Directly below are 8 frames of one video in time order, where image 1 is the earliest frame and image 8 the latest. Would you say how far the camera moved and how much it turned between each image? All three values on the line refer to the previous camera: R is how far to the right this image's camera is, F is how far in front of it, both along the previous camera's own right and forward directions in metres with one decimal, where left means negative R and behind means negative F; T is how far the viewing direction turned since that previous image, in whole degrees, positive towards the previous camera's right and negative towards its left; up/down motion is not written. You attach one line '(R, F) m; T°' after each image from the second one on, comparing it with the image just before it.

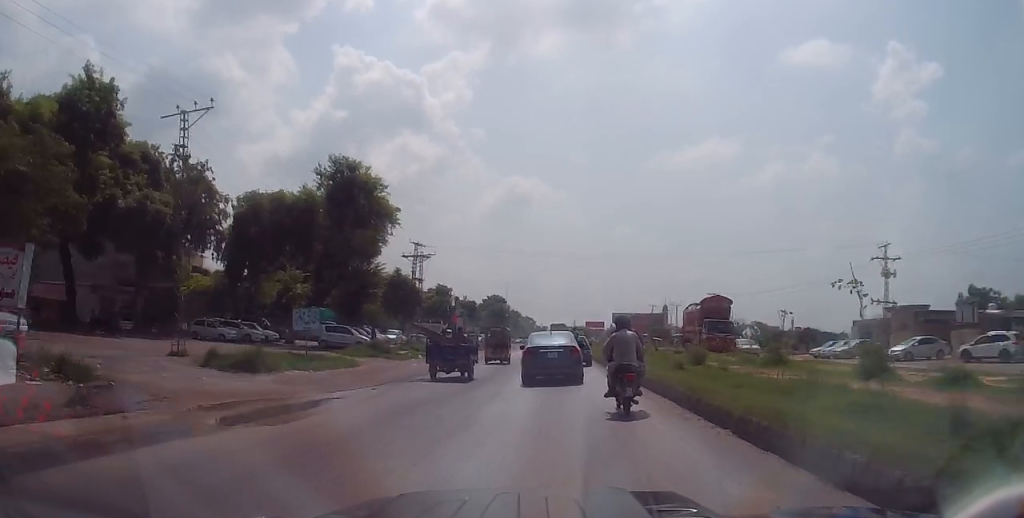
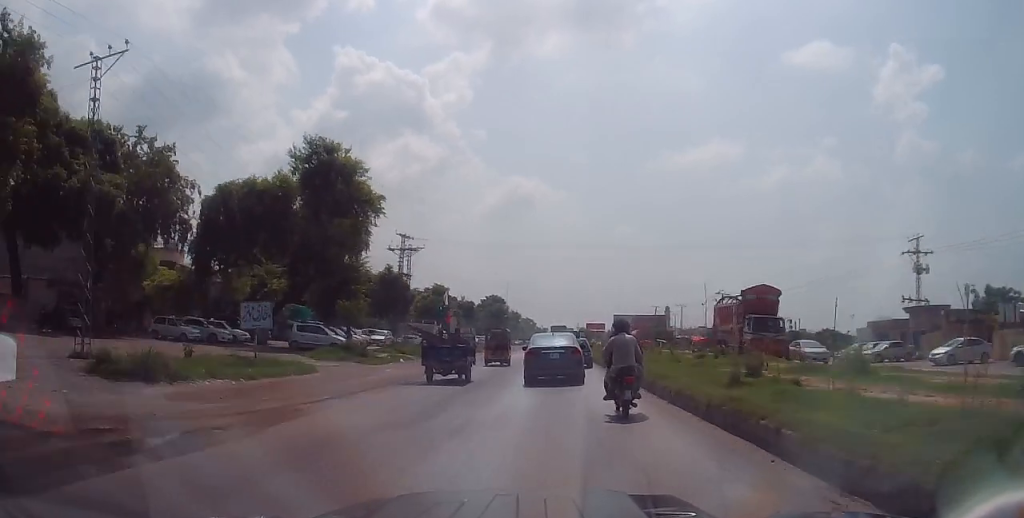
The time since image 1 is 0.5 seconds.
(+0.1, +4.8) m; 0°
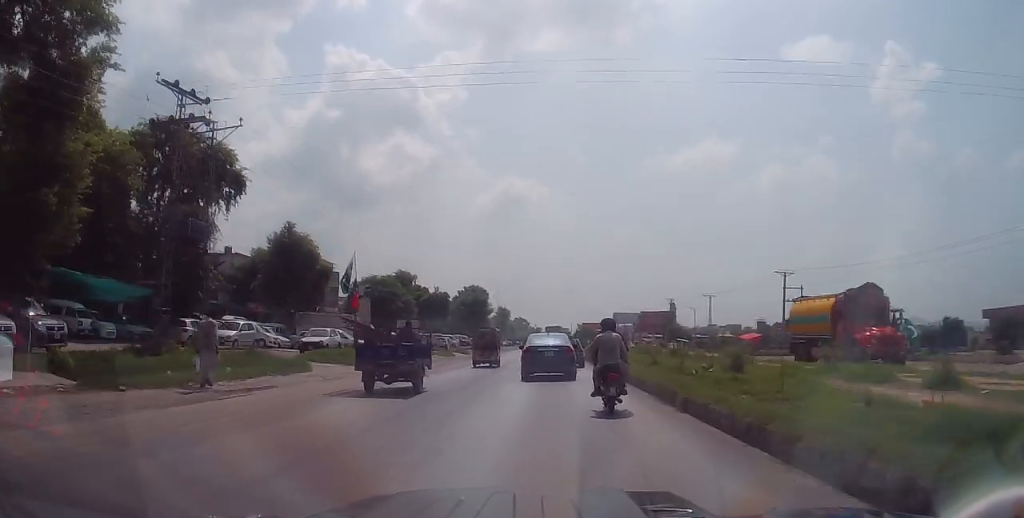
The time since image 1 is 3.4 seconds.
(+0.2, +29.5) m; -2°
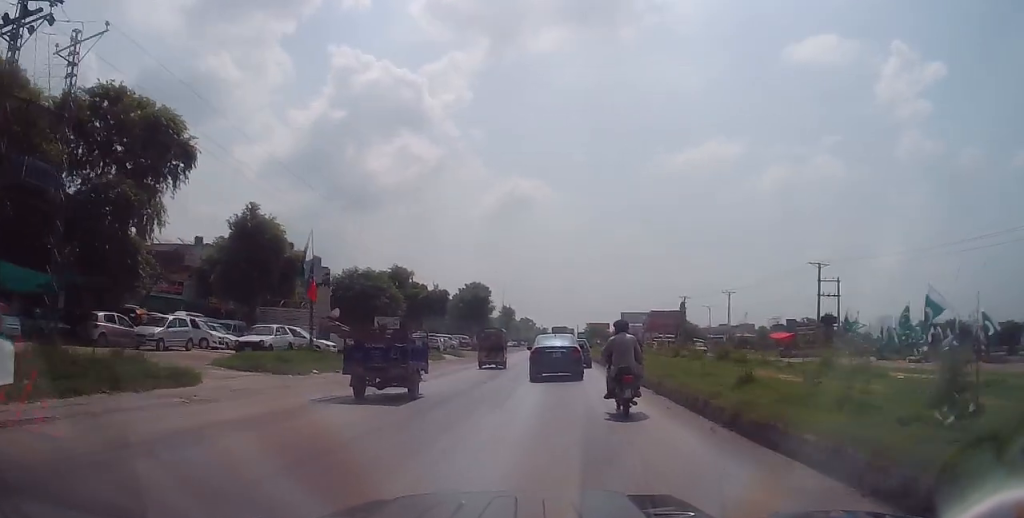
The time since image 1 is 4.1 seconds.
(-0.2, +7.9) m; -1°
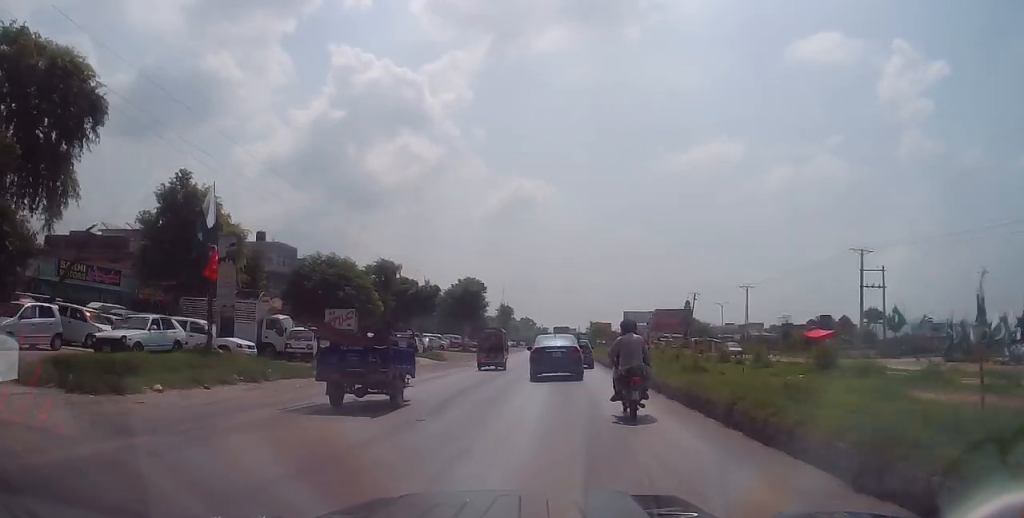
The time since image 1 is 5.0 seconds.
(0.0, +9.2) m; +1°
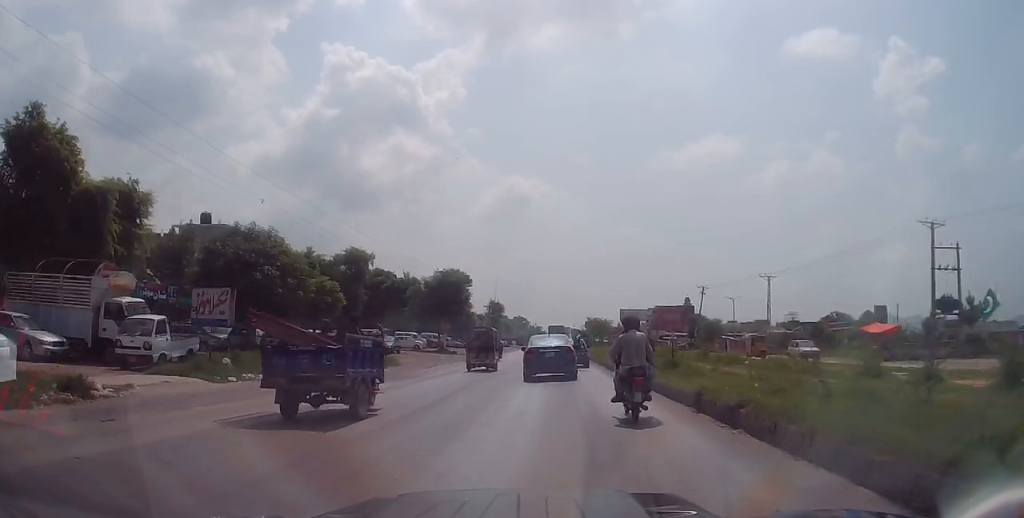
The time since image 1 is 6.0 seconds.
(+0.2, +12.1) m; +1°
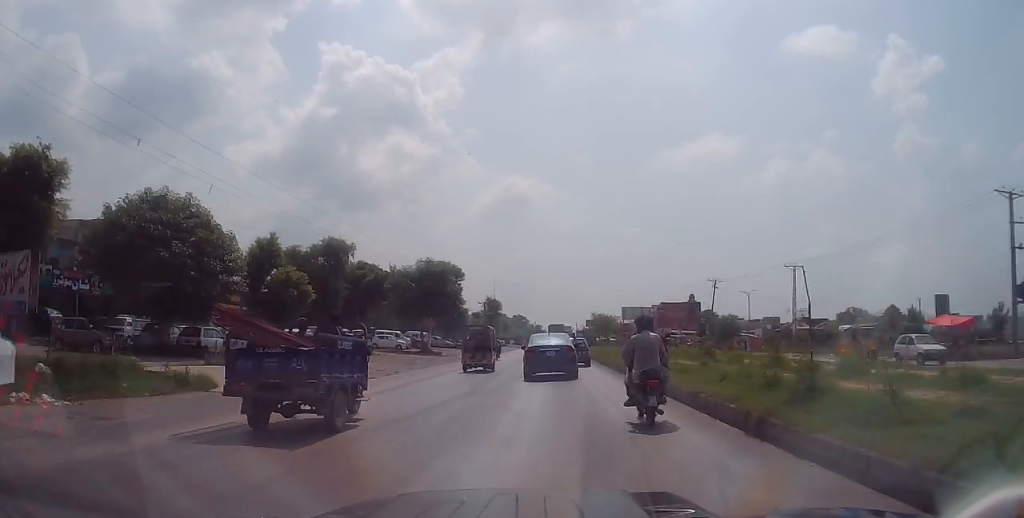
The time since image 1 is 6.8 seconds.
(-0.1, +8.8) m; 0°
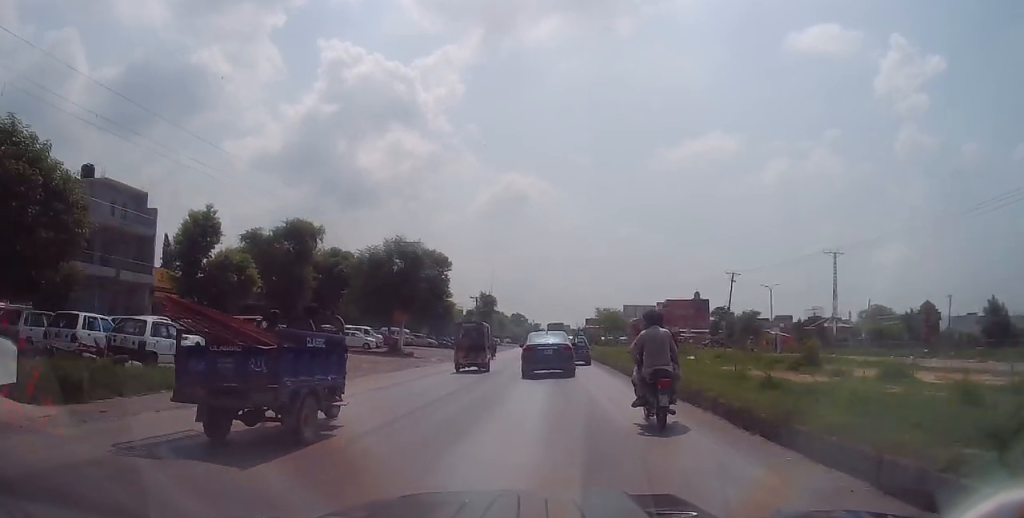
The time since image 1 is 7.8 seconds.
(+0.2, +11.1) m; +1°
